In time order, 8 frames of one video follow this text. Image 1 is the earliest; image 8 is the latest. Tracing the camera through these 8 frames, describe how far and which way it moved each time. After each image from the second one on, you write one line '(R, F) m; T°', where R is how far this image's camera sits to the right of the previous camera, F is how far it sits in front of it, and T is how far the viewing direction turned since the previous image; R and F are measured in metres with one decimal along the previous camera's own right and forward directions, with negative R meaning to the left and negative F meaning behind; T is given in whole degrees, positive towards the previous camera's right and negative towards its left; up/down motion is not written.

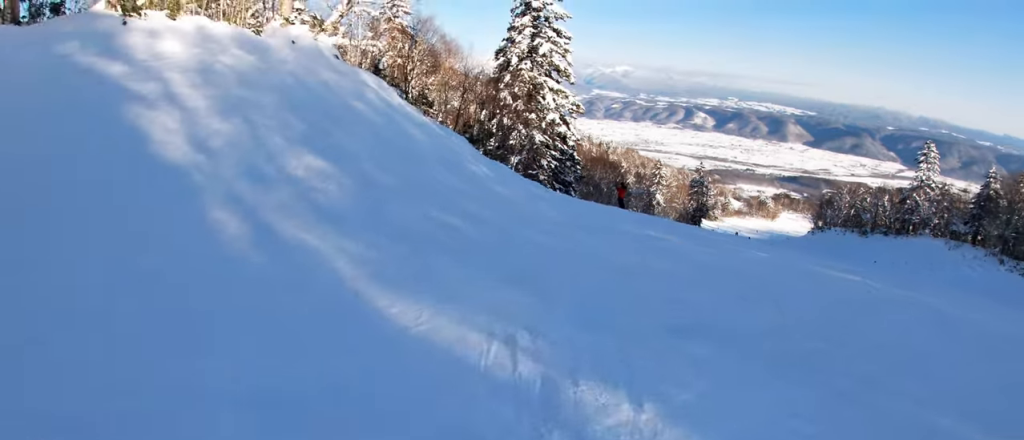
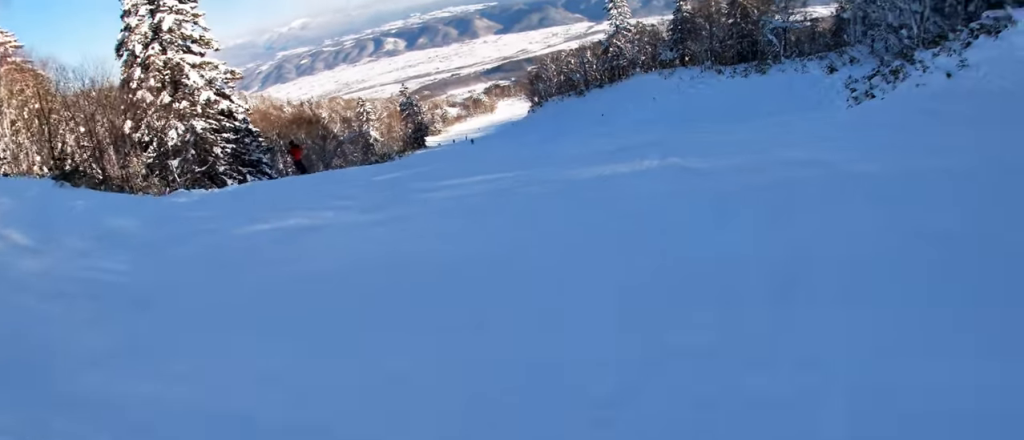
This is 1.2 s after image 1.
(-0.1, +6.1) m; +21°
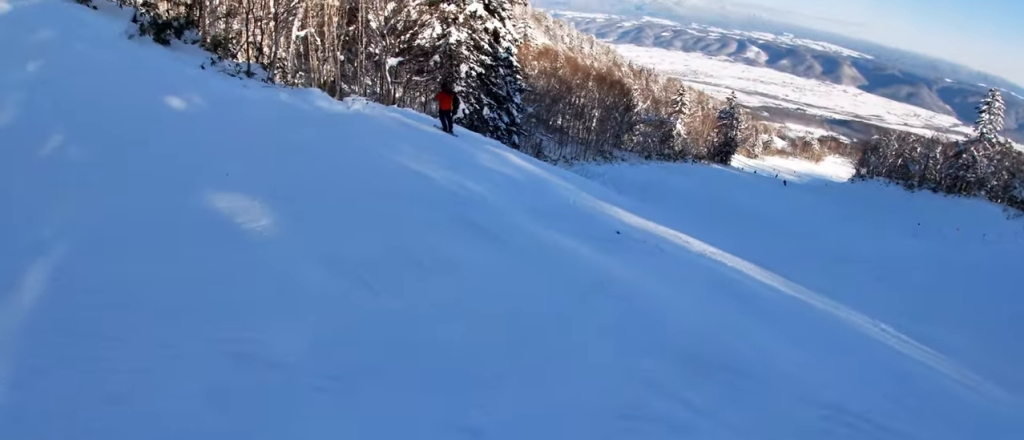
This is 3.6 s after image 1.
(+1.3, +8.7) m; -33°
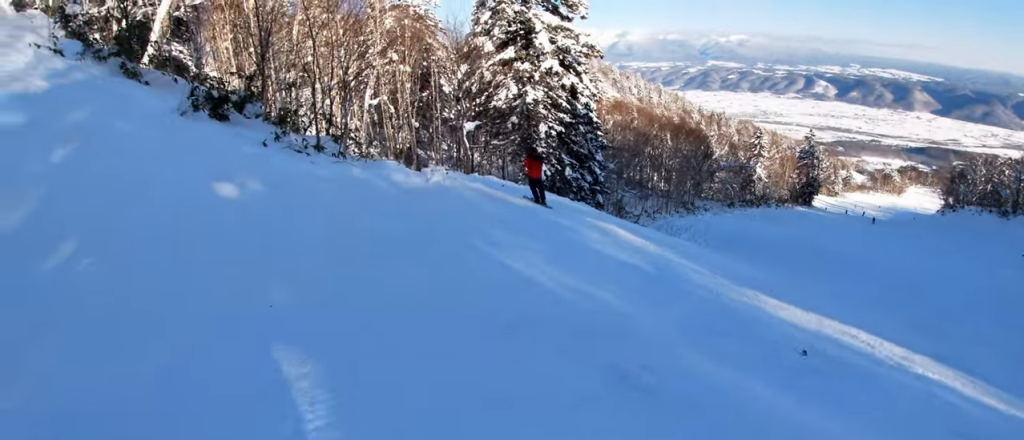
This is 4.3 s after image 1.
(-1.2, +2.1) m; -13°
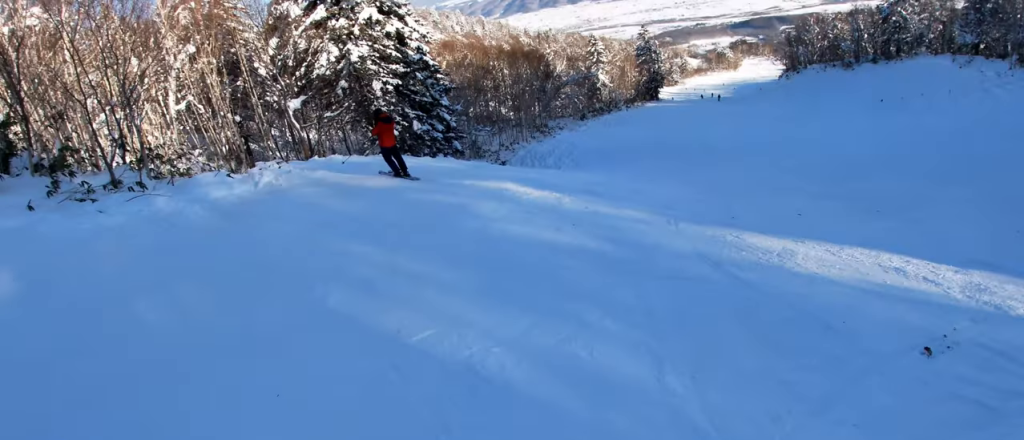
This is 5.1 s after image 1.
(+0.8, +2.9) m; +18°
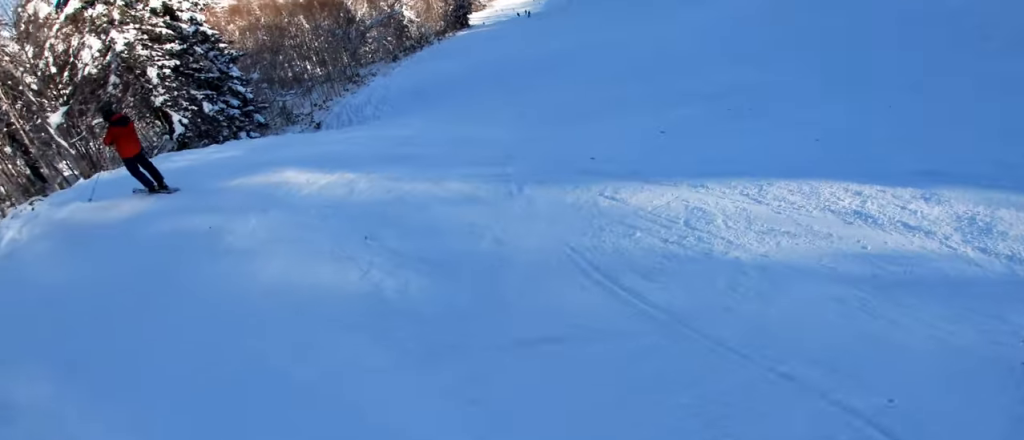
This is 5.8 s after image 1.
(+0.2, +2.3) m; +28°
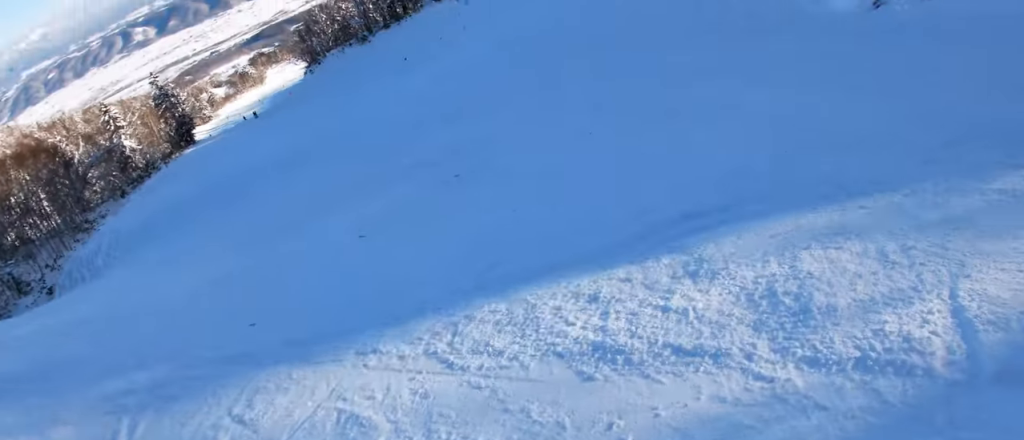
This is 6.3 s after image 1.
(-0.1, +1.5) m; +21°
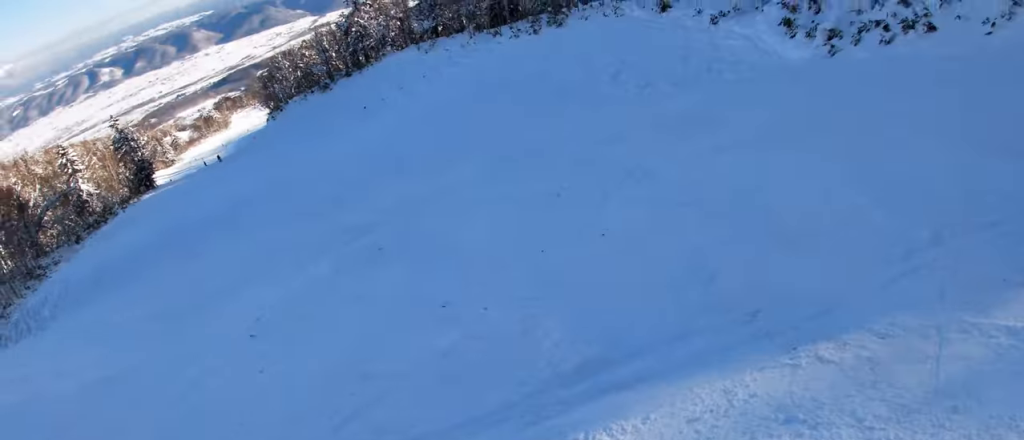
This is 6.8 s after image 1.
(+0.9, +1.1) m; +7°
